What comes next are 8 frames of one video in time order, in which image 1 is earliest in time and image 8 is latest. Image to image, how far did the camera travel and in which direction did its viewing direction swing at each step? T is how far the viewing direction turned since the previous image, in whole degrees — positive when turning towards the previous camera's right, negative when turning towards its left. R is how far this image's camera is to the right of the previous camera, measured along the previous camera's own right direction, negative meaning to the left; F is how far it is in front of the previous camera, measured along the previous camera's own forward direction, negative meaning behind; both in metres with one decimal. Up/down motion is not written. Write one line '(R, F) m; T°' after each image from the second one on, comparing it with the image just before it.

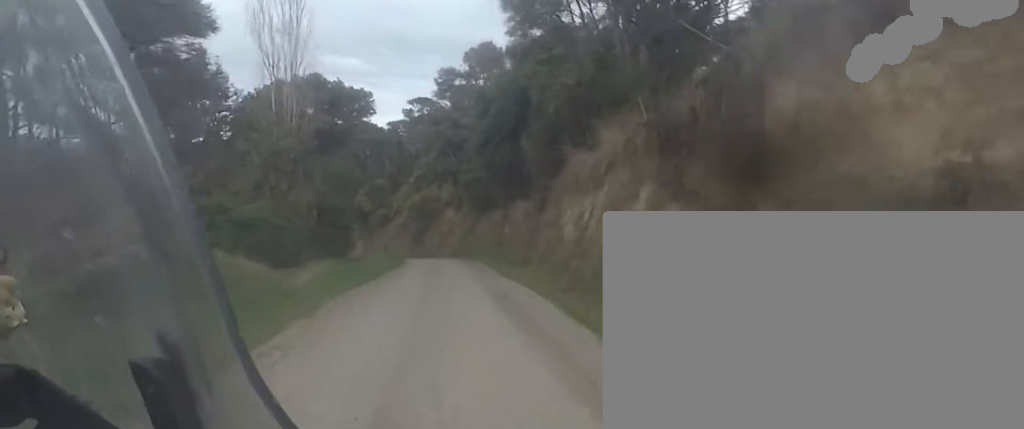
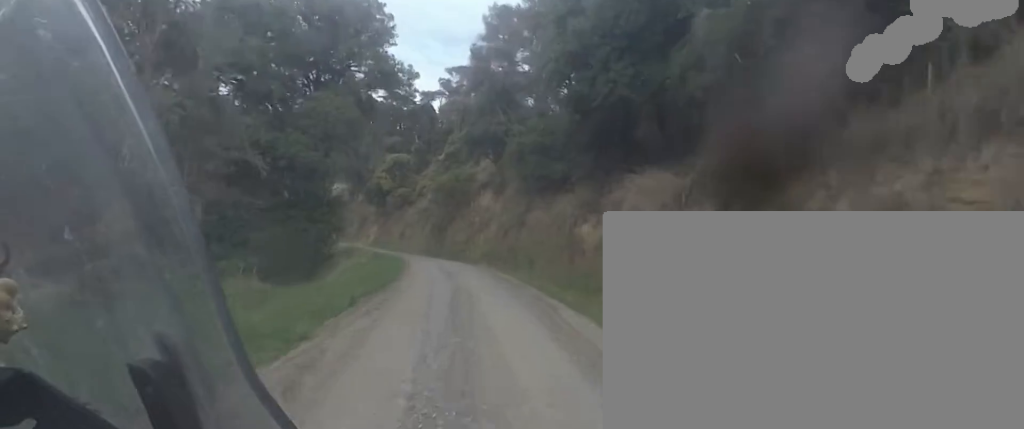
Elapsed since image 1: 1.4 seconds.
(+0.2, +16.2) m; 0°
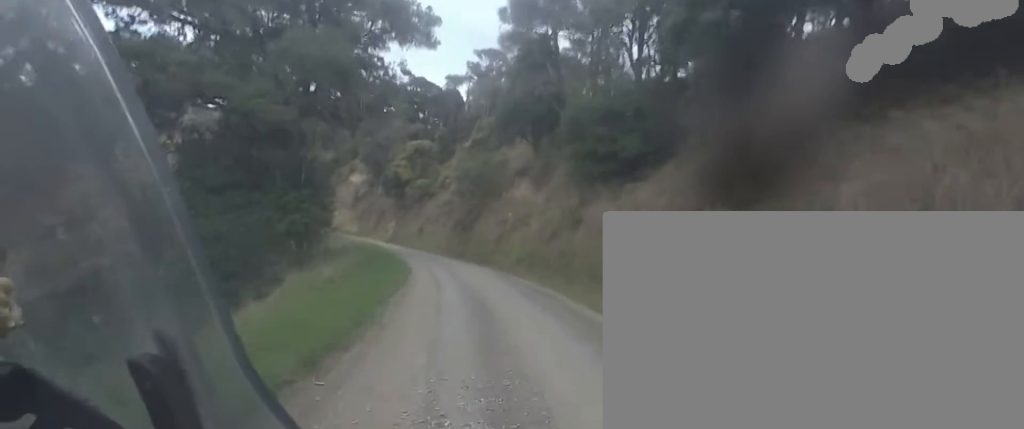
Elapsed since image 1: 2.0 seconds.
(-0.4, +8.5) m; -3°
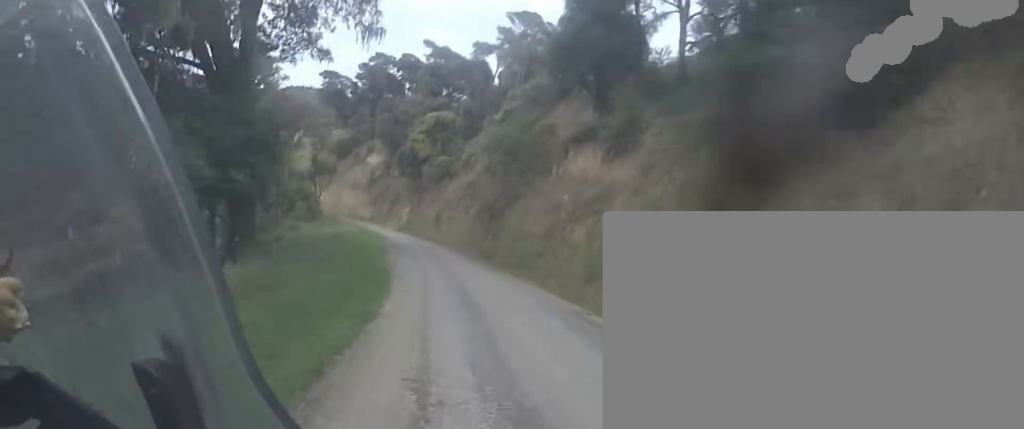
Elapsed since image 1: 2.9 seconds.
(-0.5, +10.8) m; -5°
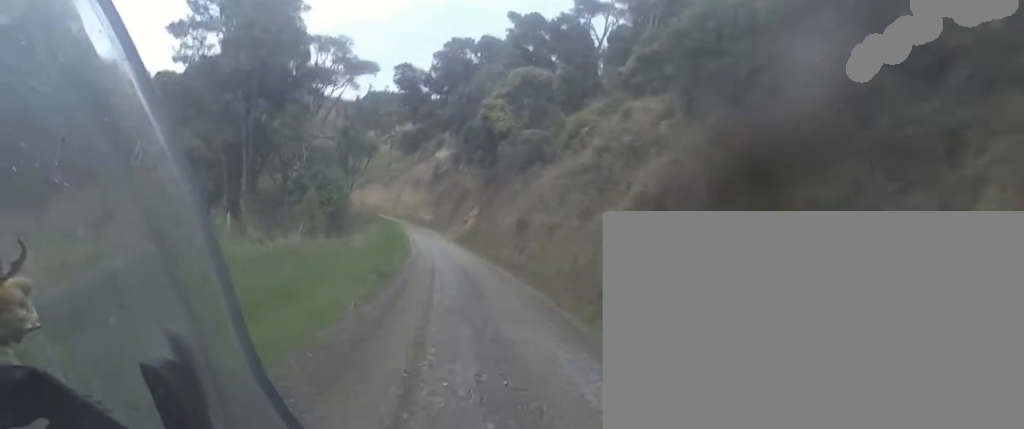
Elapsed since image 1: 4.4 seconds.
(-1.6, +20.0) m; -9°
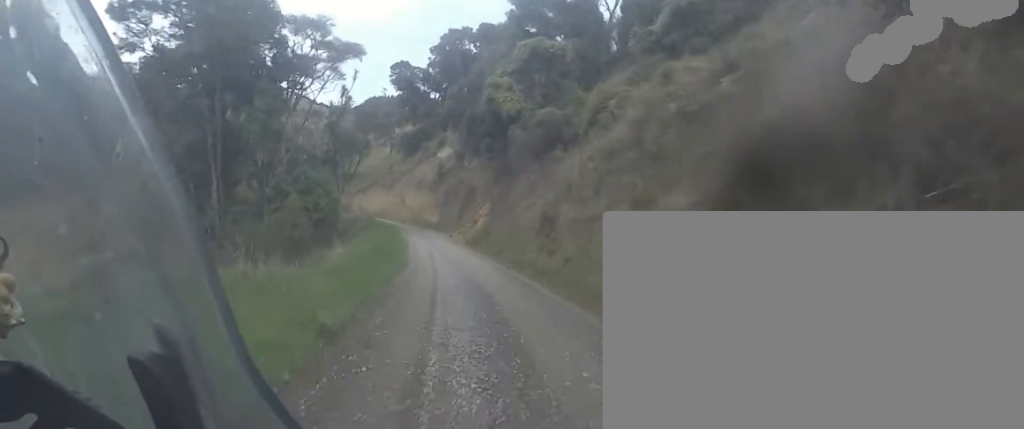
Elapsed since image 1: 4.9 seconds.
(-0.1, +5.7) m; -2°
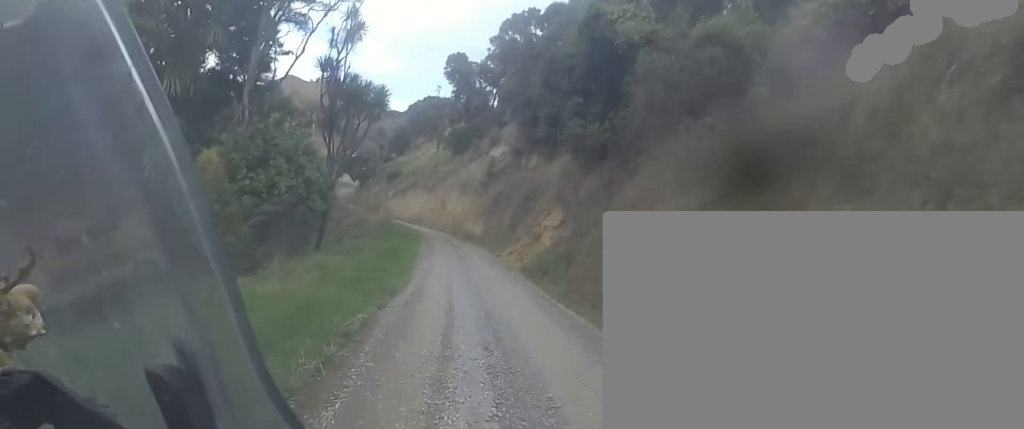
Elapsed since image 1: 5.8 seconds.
(-0.3, +13.0) m; -4°
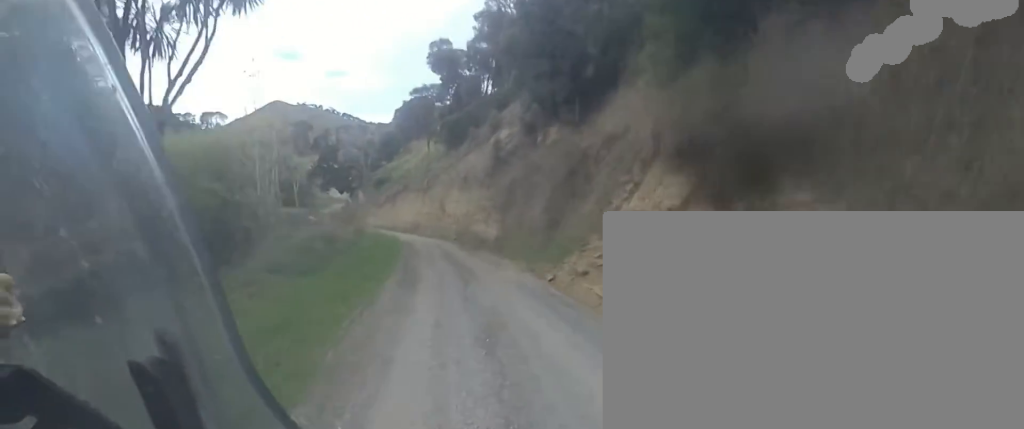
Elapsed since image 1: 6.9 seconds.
(-0.6, +14.4) m; -4°
